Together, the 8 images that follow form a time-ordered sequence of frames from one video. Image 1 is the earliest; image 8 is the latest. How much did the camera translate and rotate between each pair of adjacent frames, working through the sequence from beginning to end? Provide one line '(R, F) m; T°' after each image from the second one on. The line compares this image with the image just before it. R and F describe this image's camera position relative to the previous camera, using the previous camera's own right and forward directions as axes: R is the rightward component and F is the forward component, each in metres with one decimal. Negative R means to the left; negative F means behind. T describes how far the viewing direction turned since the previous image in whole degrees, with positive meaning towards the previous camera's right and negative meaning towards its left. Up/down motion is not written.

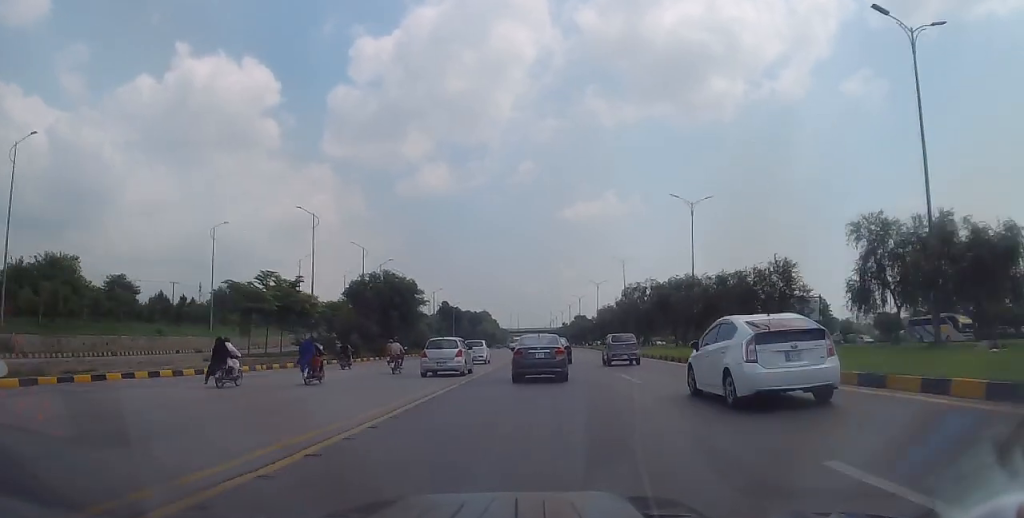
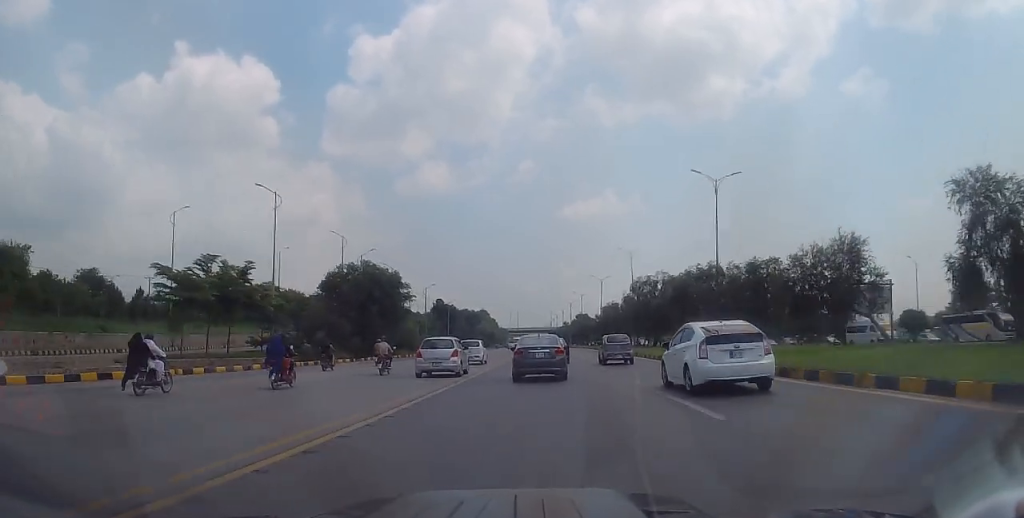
(-0.1, +8.4) m; -1°
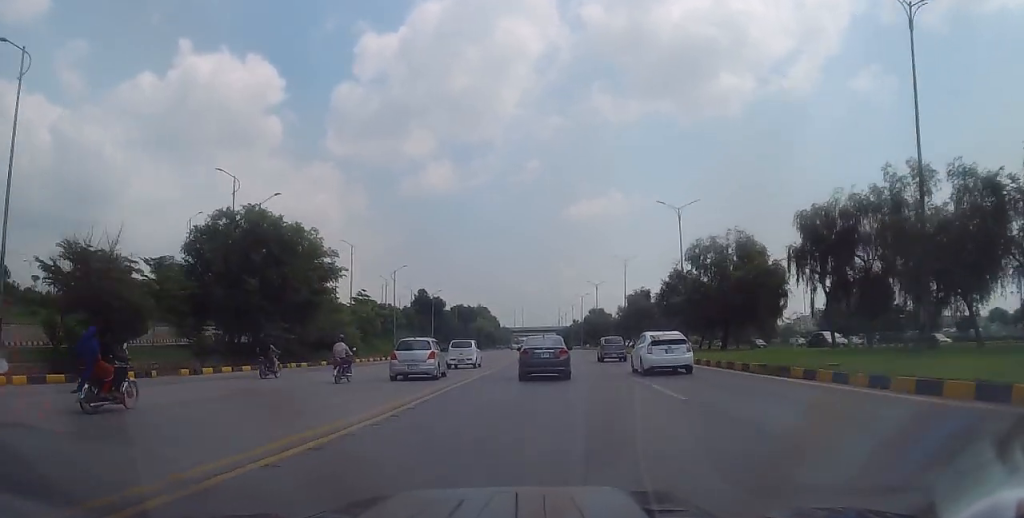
(-0.3, +28.0) m; 0°
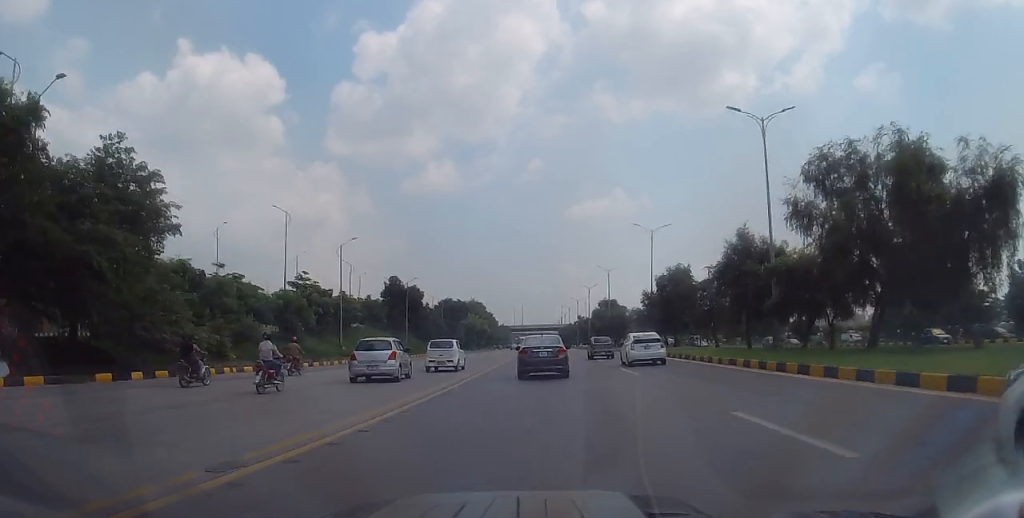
(+0.1, +23.2) m; -1°
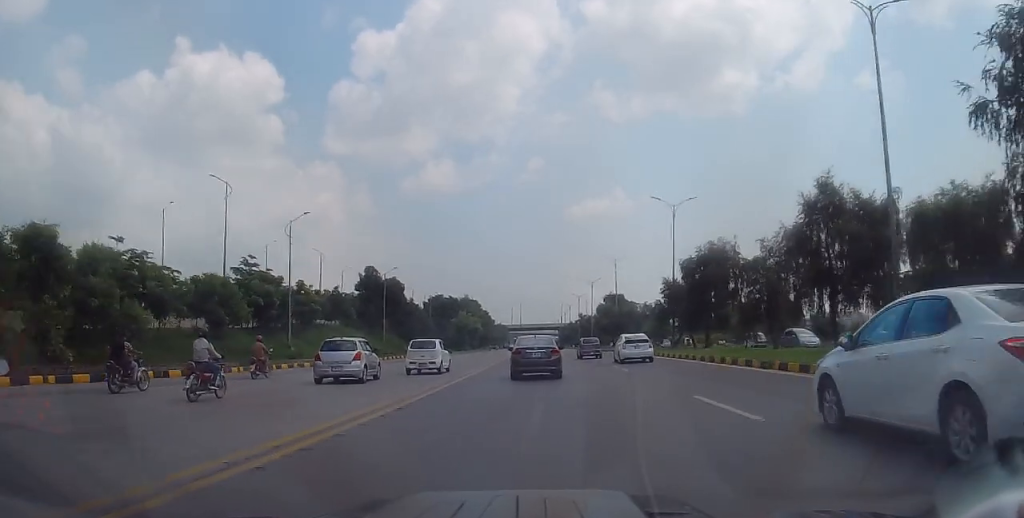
(-0.1, +12.9) m; -1°
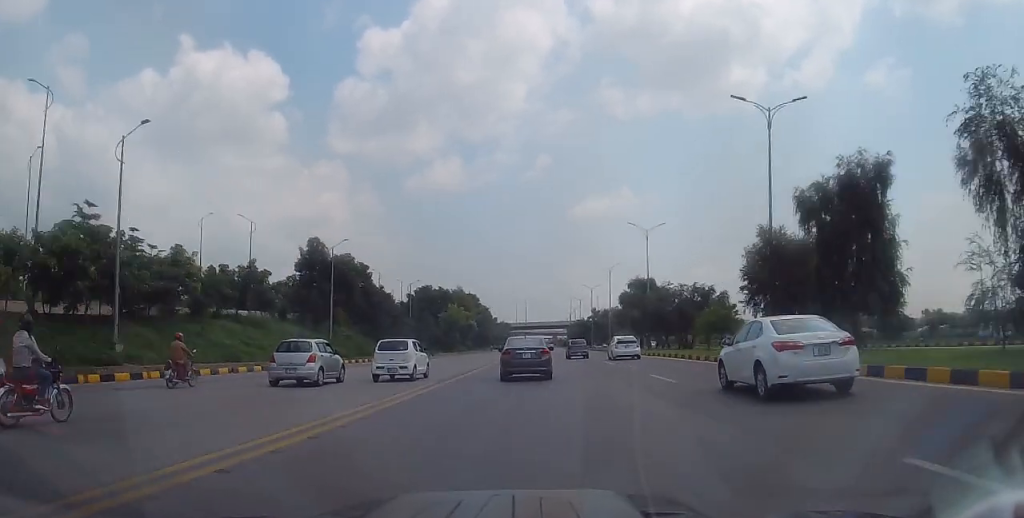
(0.0, +23.6) m; 0°
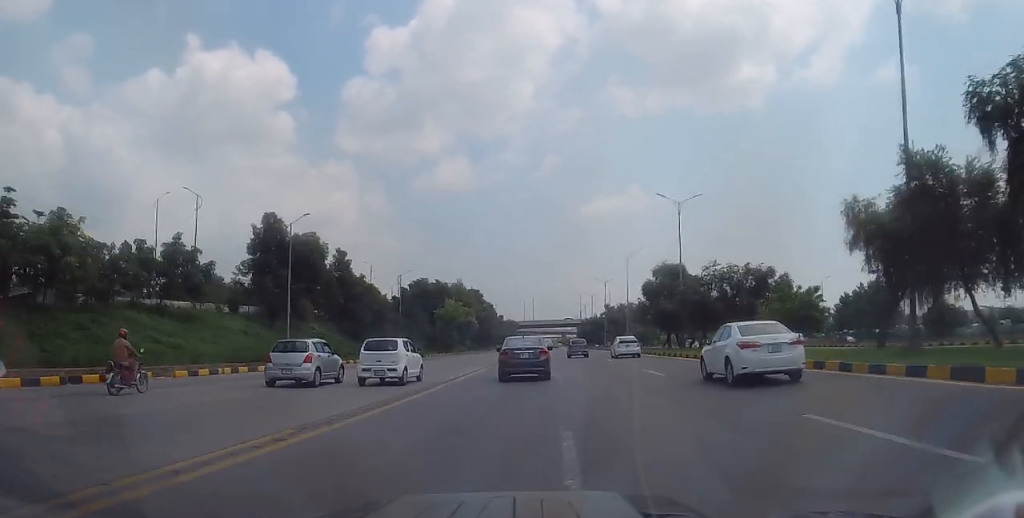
(+0.1, +12.6) m; 0°
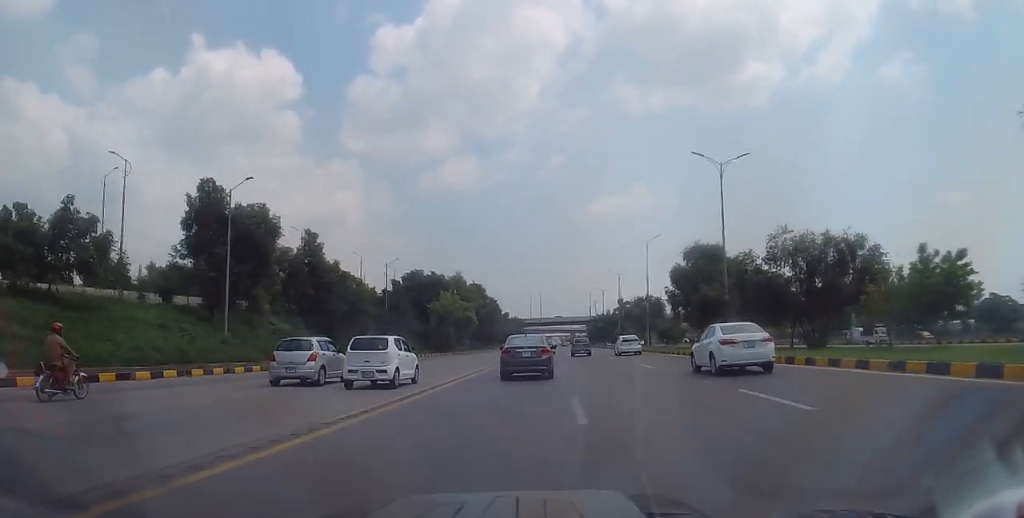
(0.0, +11.5) m; 0°
